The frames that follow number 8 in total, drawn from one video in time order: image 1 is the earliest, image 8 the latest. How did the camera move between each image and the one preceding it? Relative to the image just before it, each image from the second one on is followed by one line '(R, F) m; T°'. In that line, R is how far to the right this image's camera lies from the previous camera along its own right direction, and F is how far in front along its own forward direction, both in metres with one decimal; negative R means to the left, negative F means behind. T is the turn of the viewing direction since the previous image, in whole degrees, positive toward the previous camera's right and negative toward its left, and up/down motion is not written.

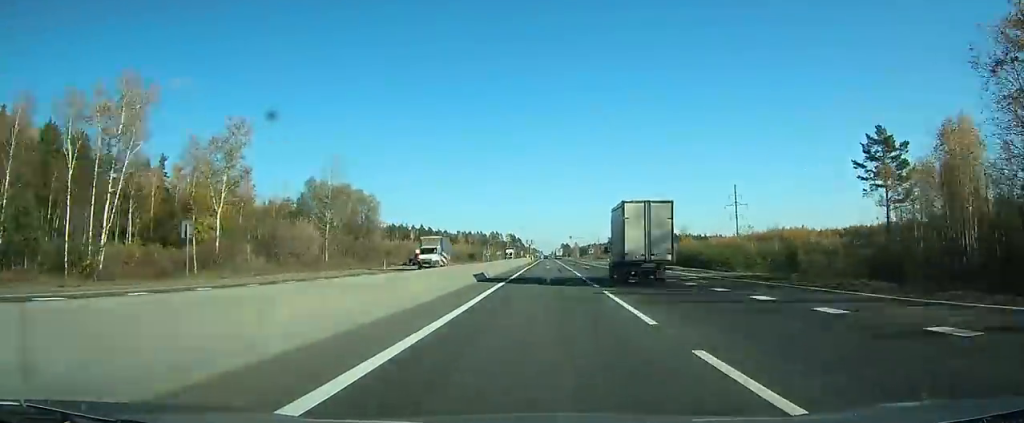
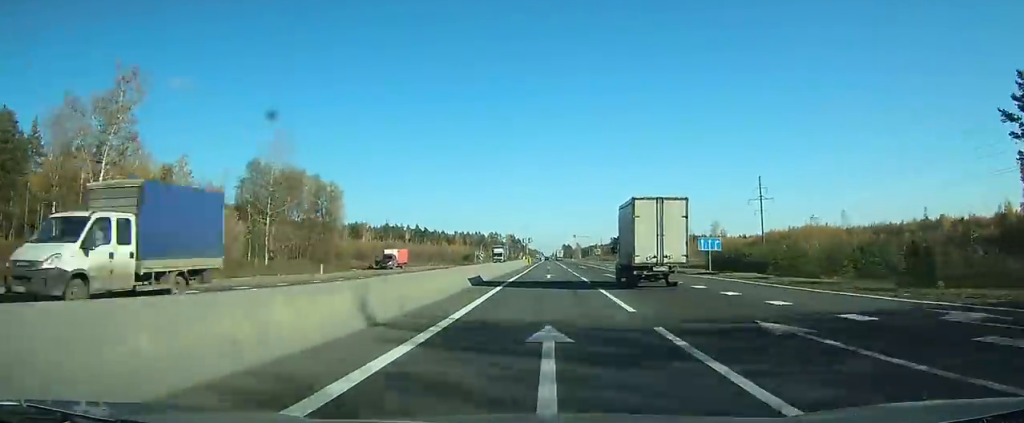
(0.0, +20.0) m; 0°
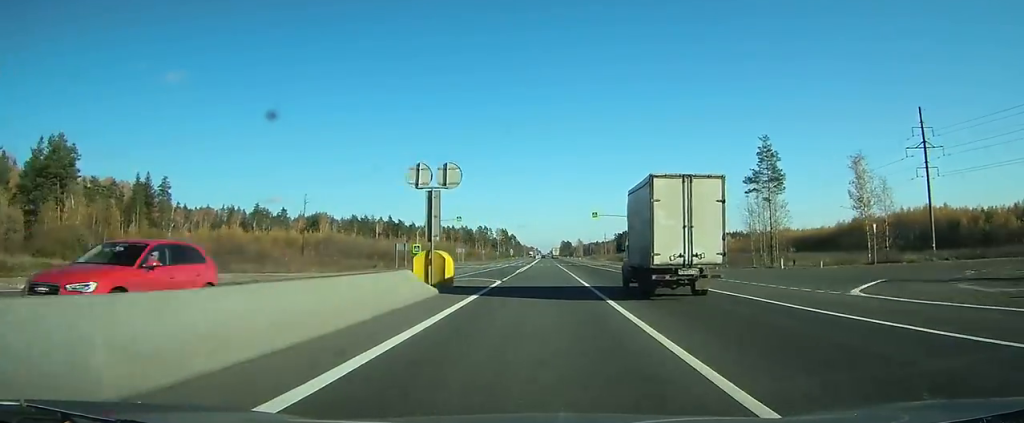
(0.0, +76.8) m; 0°
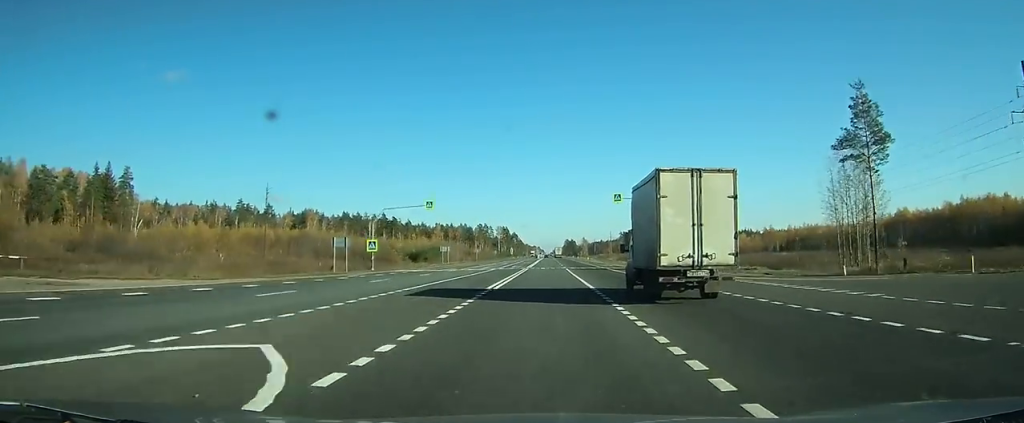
(0.0, +24.6) m; 0°
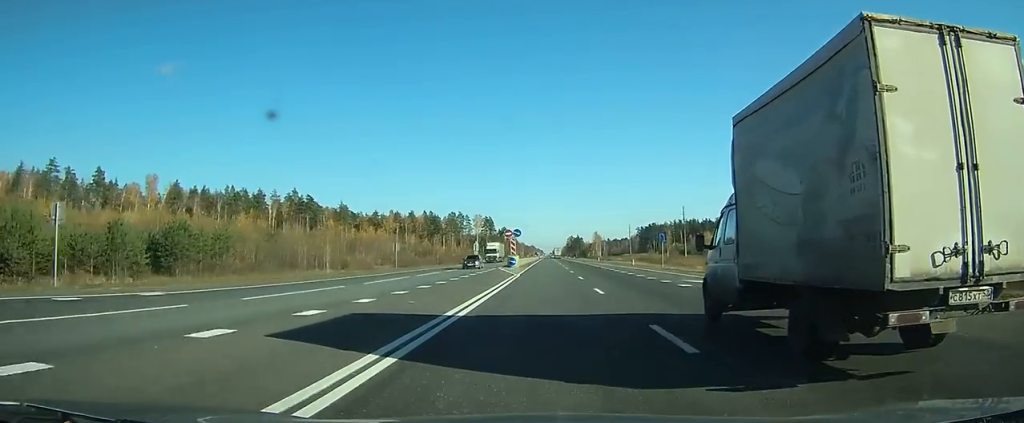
(+1.0, +136.0) m; +1°
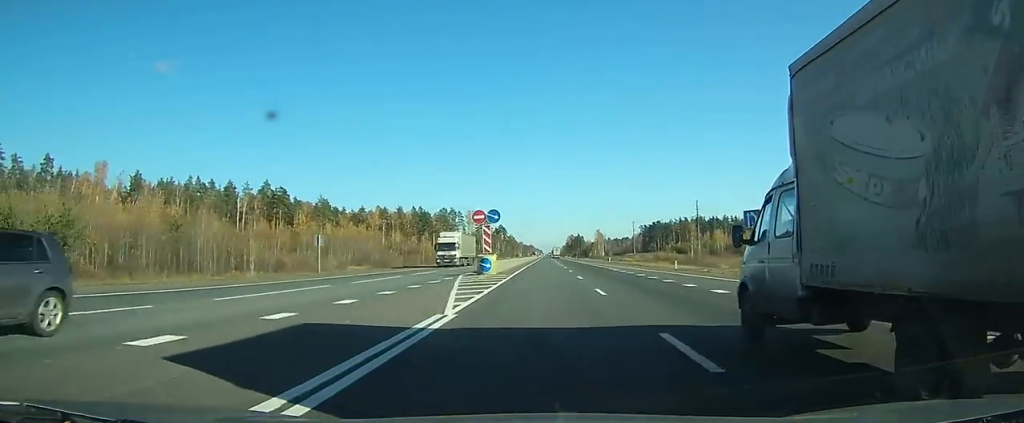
(0.0, +24.1) m; 0°
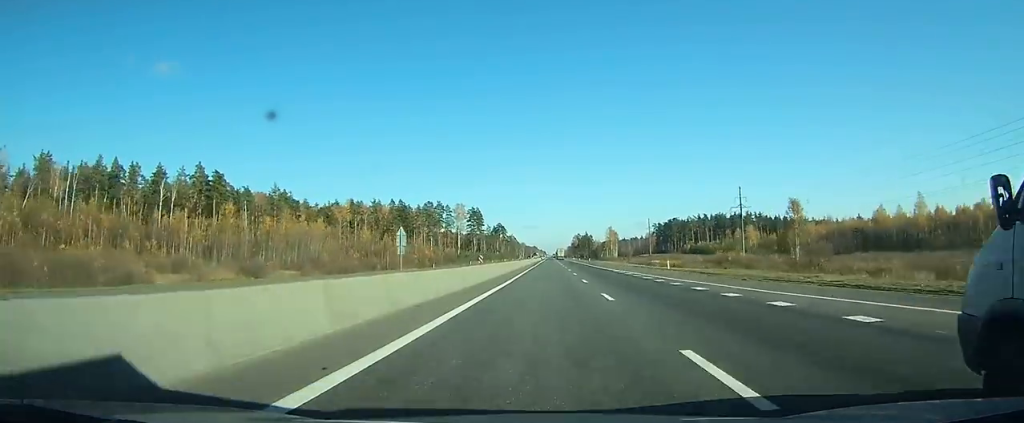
(0.0, +50.8) m; 0°
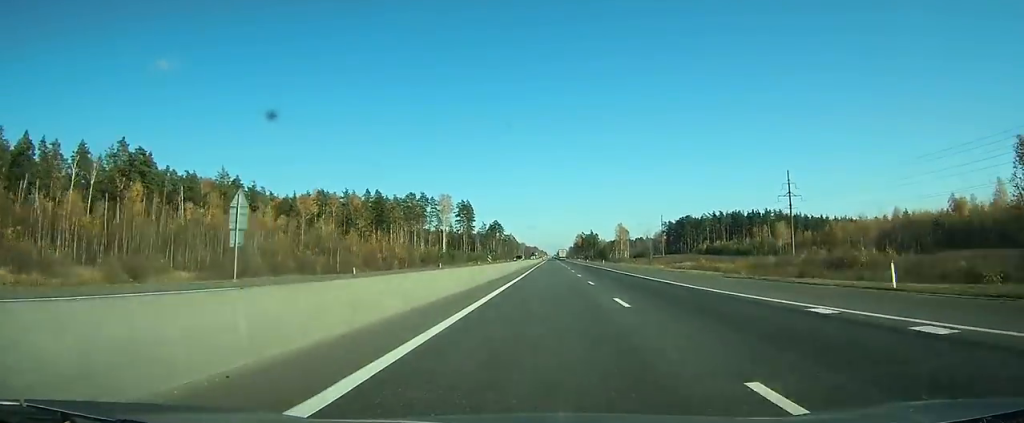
(0.0, +39.6) m; 0°
